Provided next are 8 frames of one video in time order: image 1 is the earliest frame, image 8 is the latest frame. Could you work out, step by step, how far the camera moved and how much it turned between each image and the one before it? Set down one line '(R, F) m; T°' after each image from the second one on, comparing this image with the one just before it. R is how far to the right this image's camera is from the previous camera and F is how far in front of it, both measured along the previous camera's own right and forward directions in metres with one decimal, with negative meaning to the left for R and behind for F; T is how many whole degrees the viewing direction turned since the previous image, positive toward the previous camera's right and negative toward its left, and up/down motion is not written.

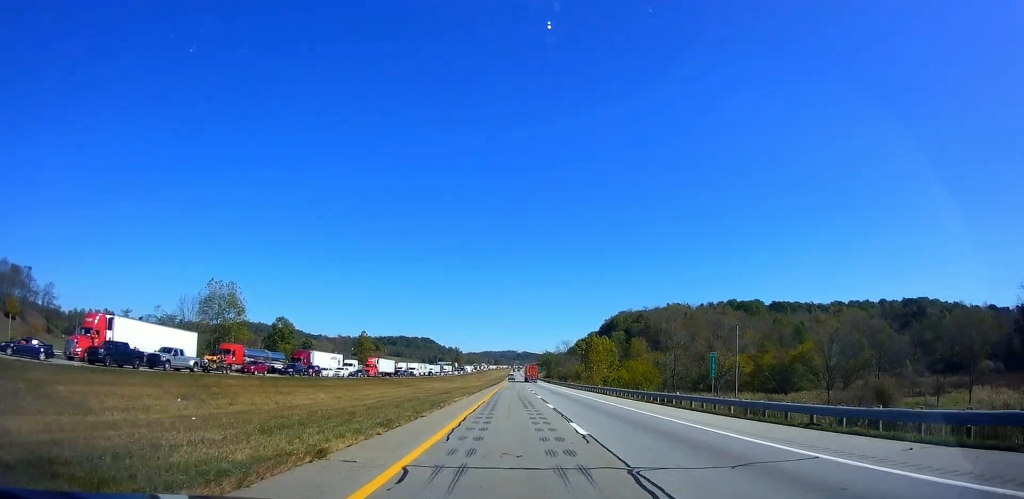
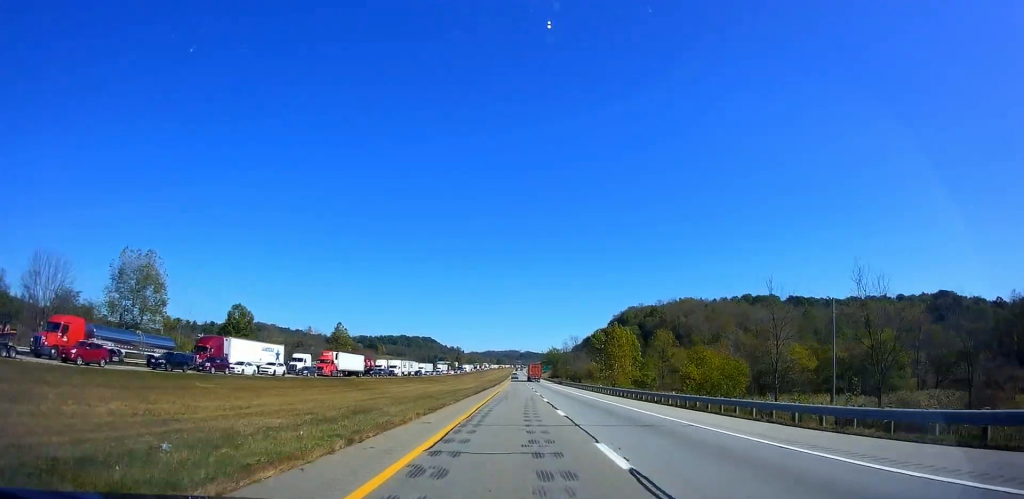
(0.0, +29.2) m; 0°
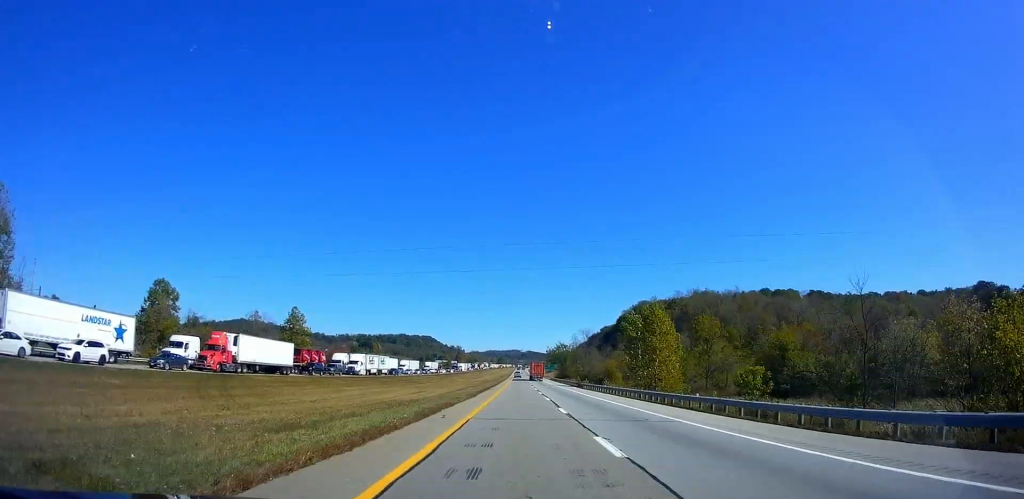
(0.0, +34.6) m; 0°
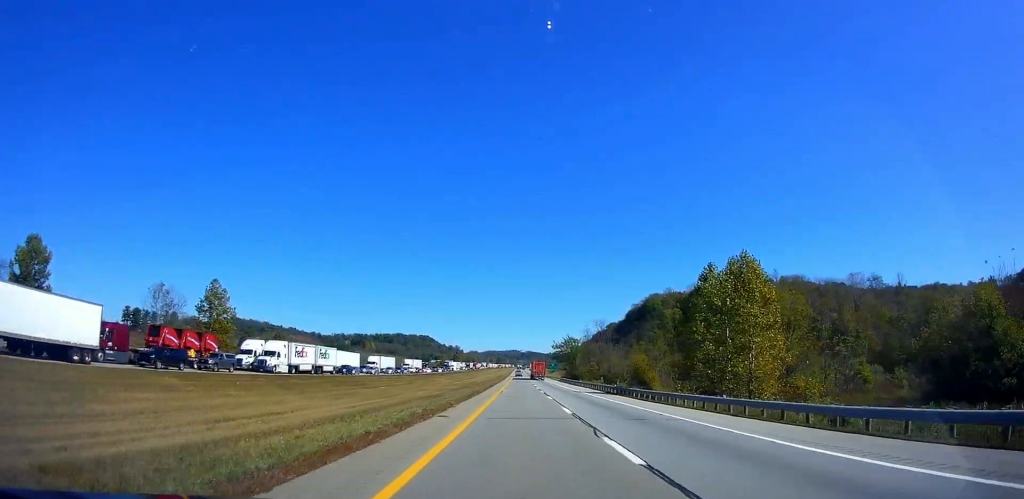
(0.0, +36.7) m; 0°
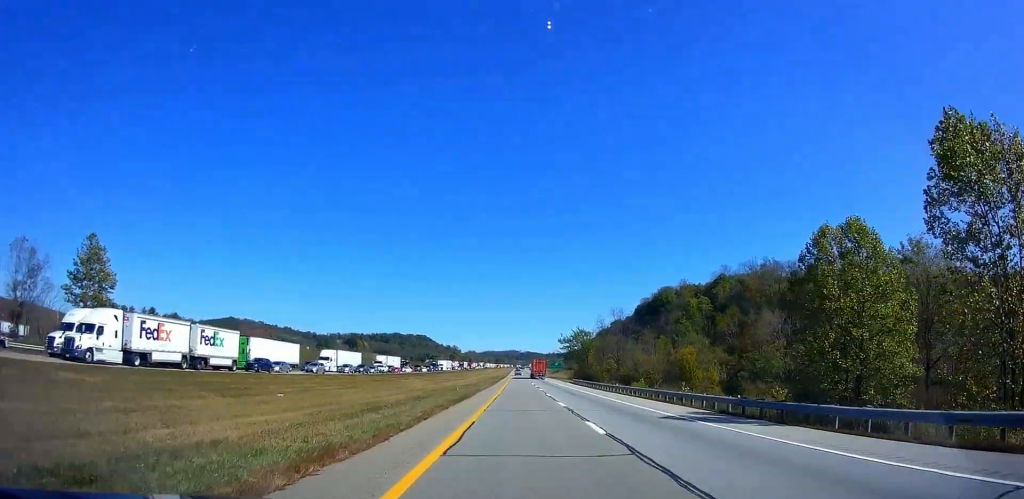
(0.0, +32.2) m; +1°
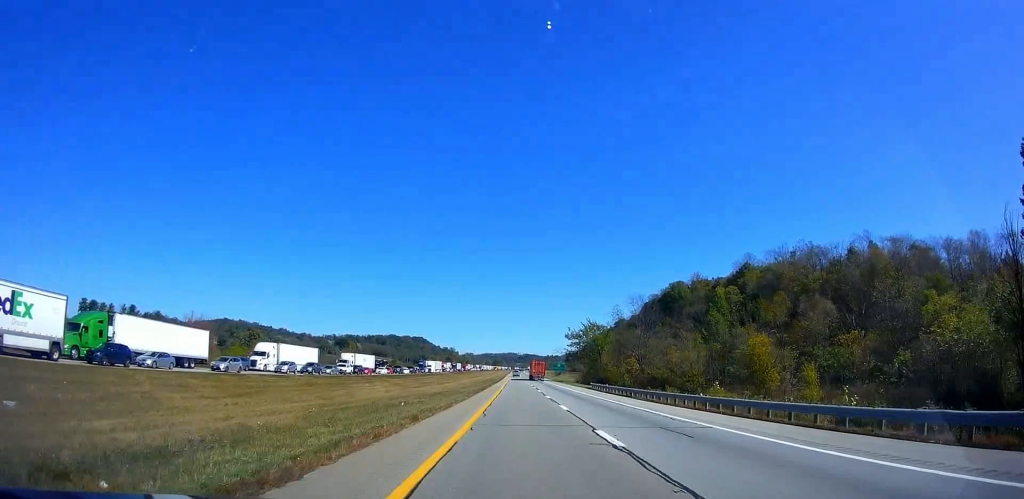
(0.0, +25.7) m; +1°
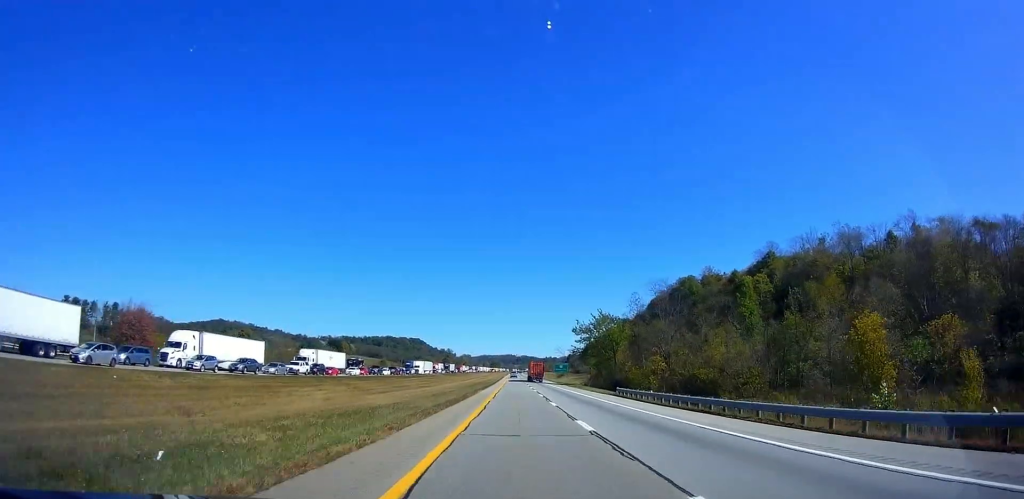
(+0.6, +20.3) m; 0°
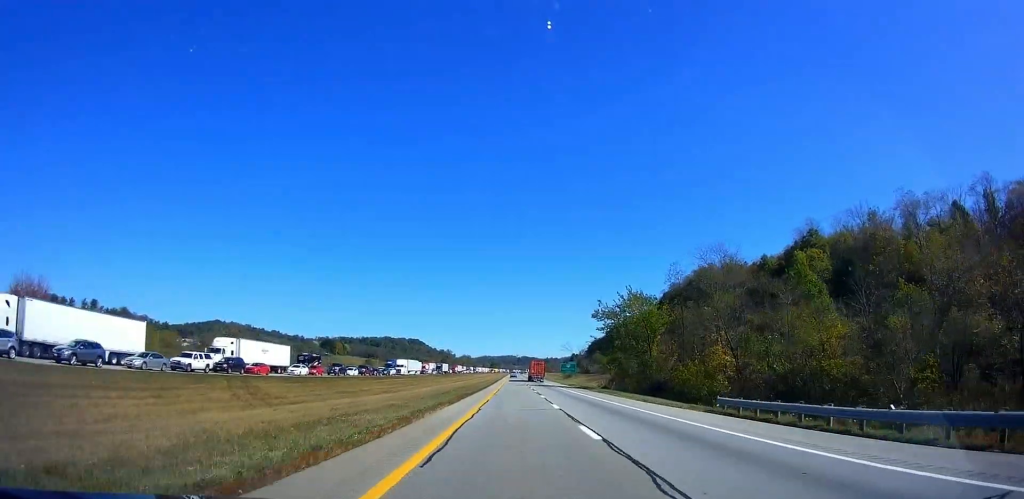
(-0.4, +25.7) m; -1°
